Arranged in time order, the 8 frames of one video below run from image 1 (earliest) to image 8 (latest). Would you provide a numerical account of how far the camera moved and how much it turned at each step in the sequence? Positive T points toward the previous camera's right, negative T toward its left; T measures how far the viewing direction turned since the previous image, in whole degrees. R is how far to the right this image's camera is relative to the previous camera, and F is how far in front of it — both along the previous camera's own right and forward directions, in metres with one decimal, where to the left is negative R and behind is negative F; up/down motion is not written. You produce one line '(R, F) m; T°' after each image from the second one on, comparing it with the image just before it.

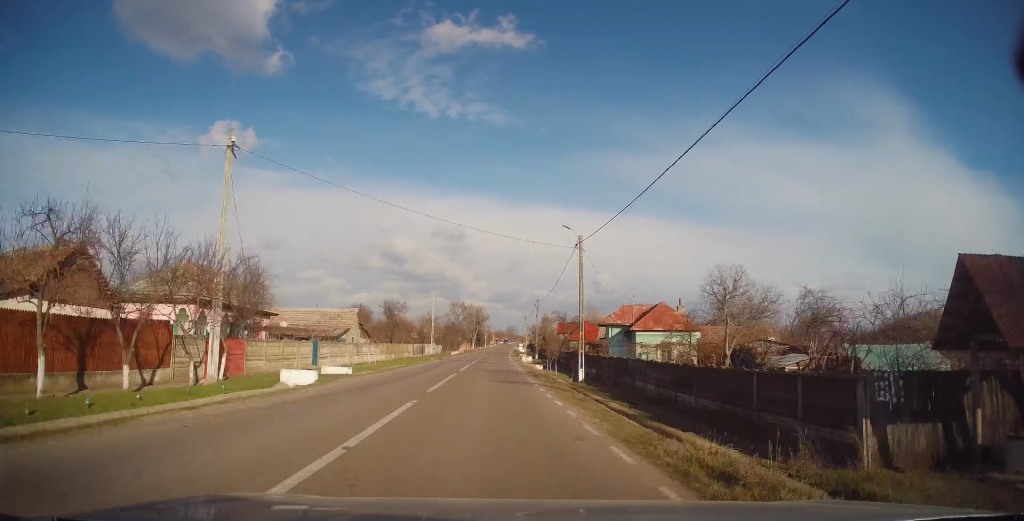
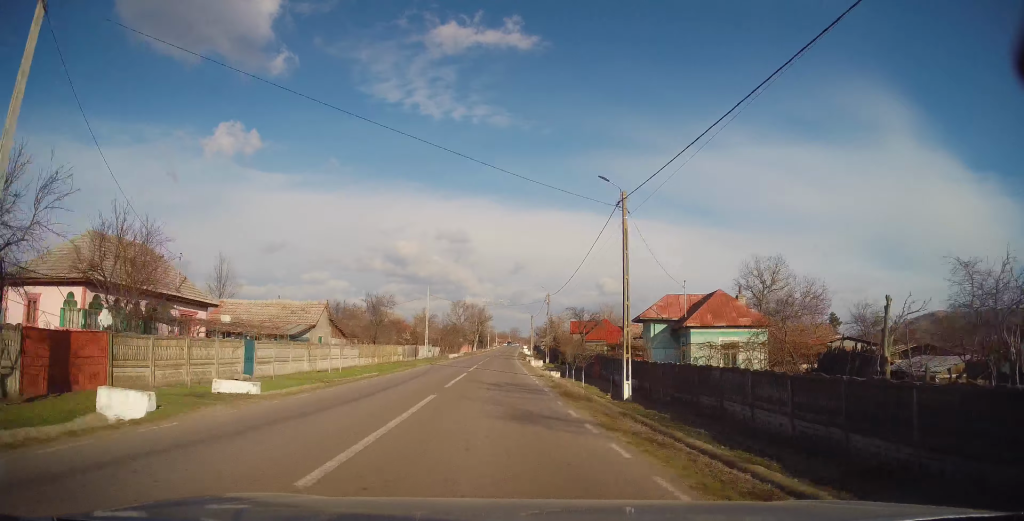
(0.0, +9.2) m; -1°
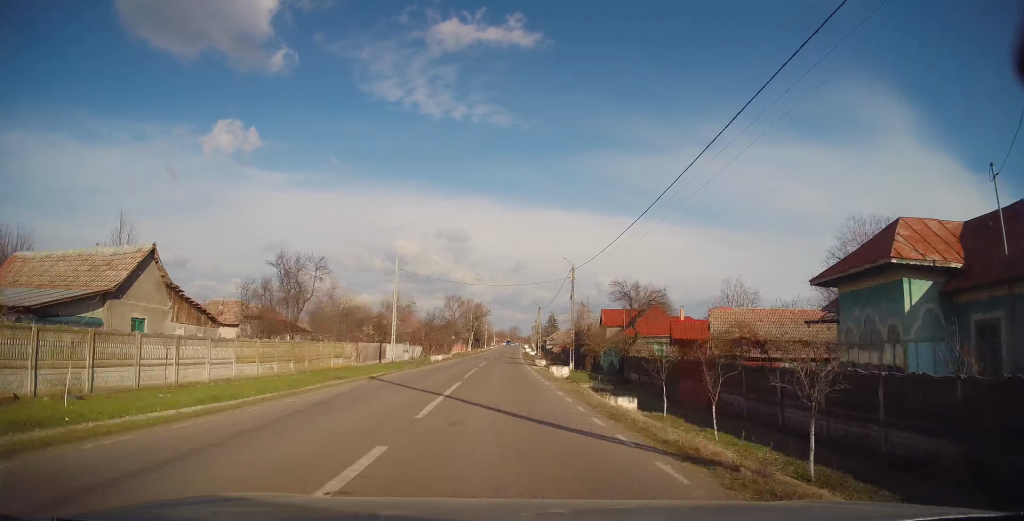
(-0.2, +19.7) m; +1°
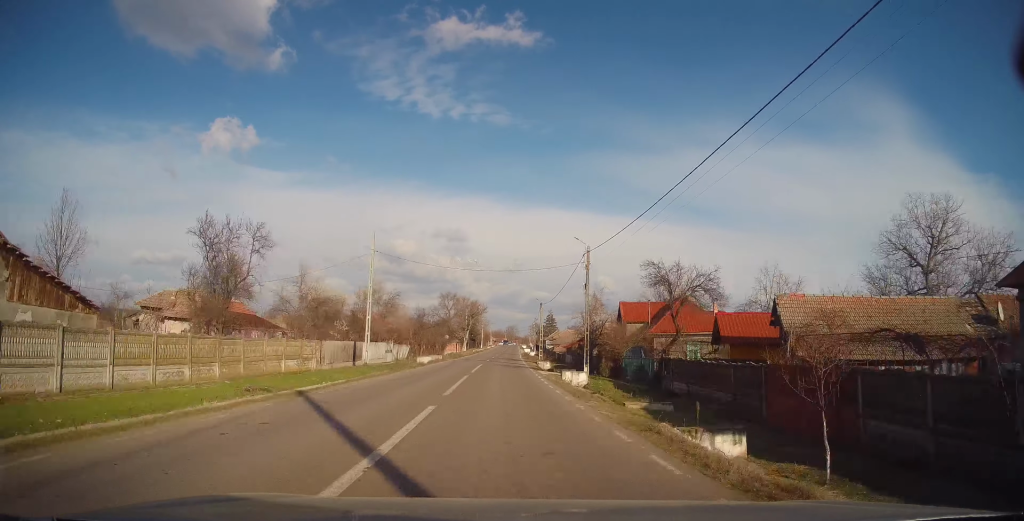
(+0.1, +7.9) m; +1°
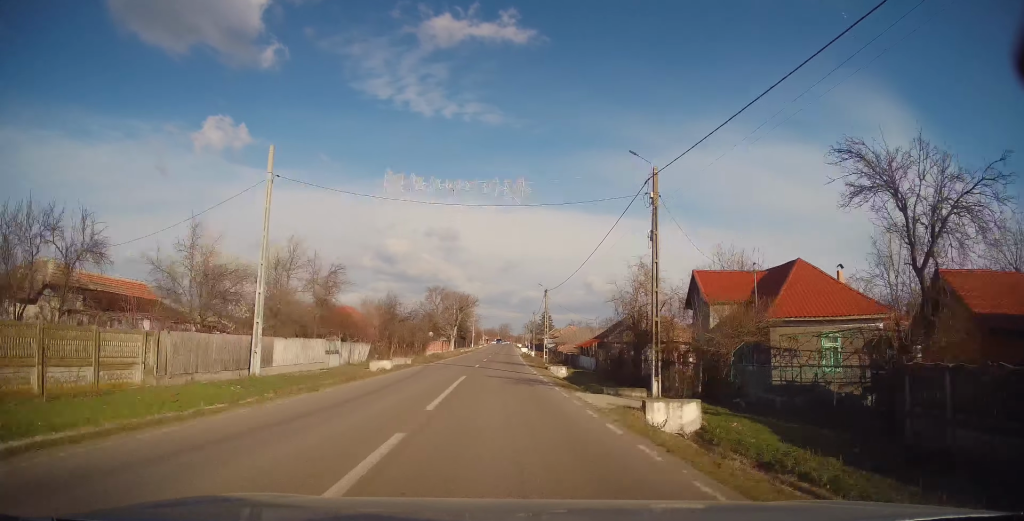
(+0.2, +15.0) m; +1°
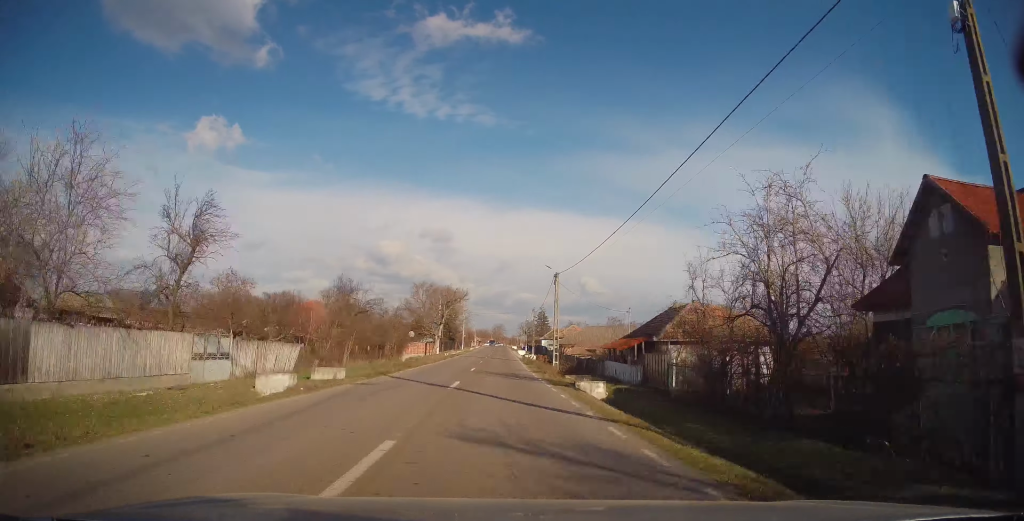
(0.0, +14.3) m; +1°
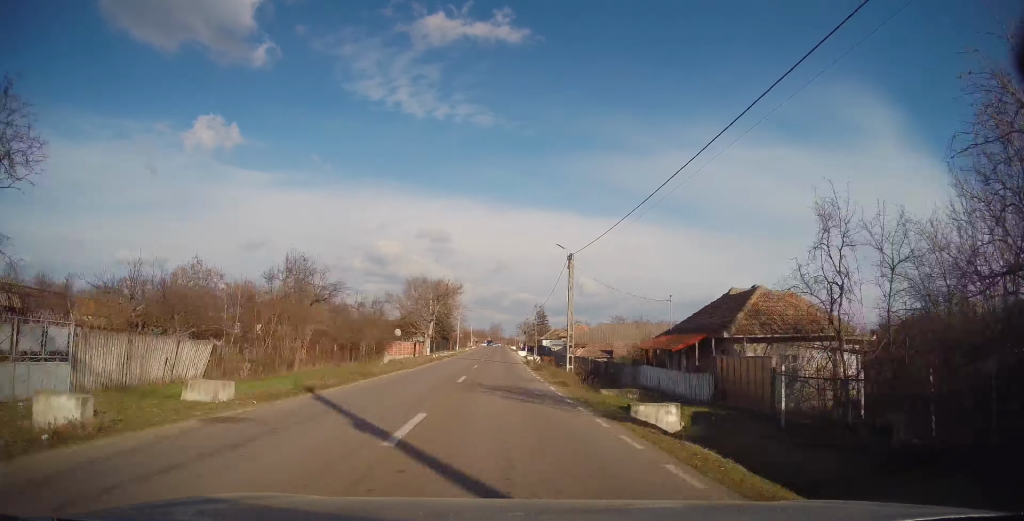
(+0.1, +9.0) m; 0°
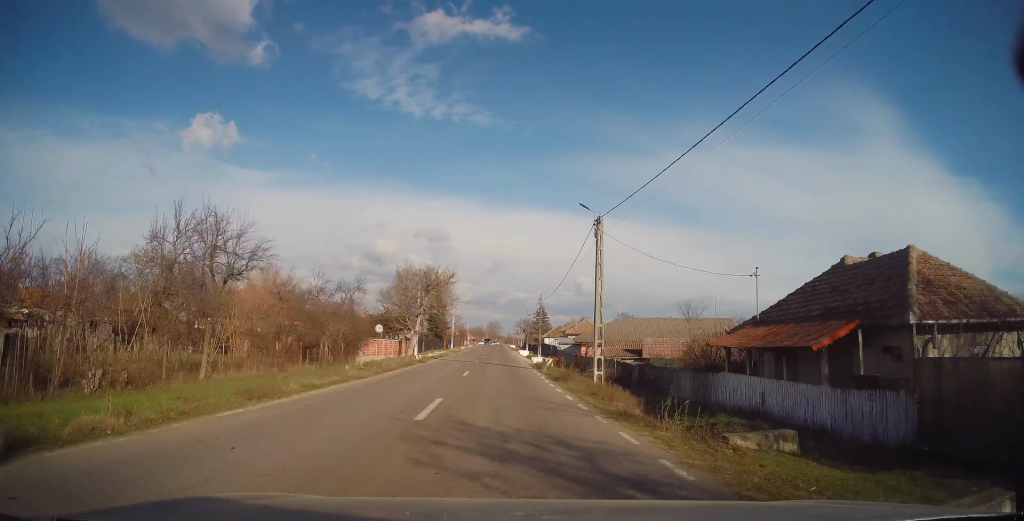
(+0.1, +9.7) m; 0°
